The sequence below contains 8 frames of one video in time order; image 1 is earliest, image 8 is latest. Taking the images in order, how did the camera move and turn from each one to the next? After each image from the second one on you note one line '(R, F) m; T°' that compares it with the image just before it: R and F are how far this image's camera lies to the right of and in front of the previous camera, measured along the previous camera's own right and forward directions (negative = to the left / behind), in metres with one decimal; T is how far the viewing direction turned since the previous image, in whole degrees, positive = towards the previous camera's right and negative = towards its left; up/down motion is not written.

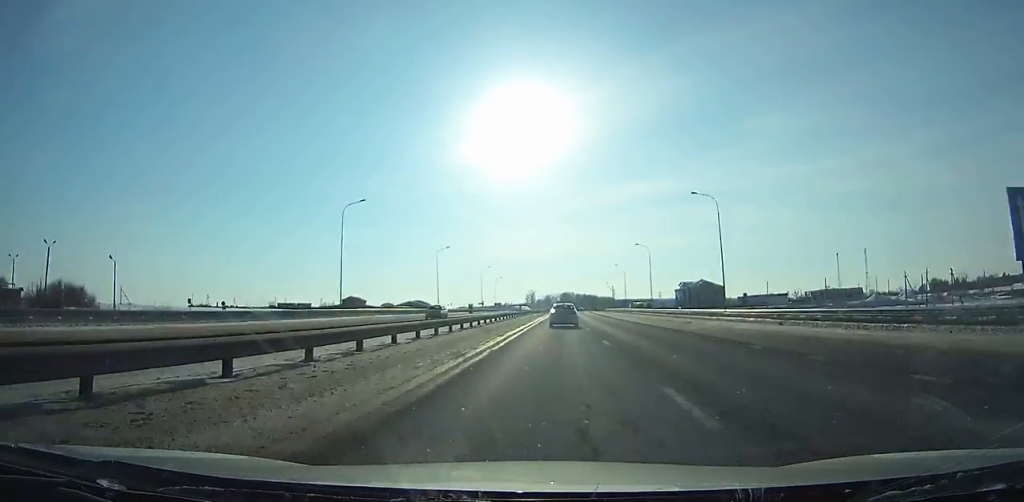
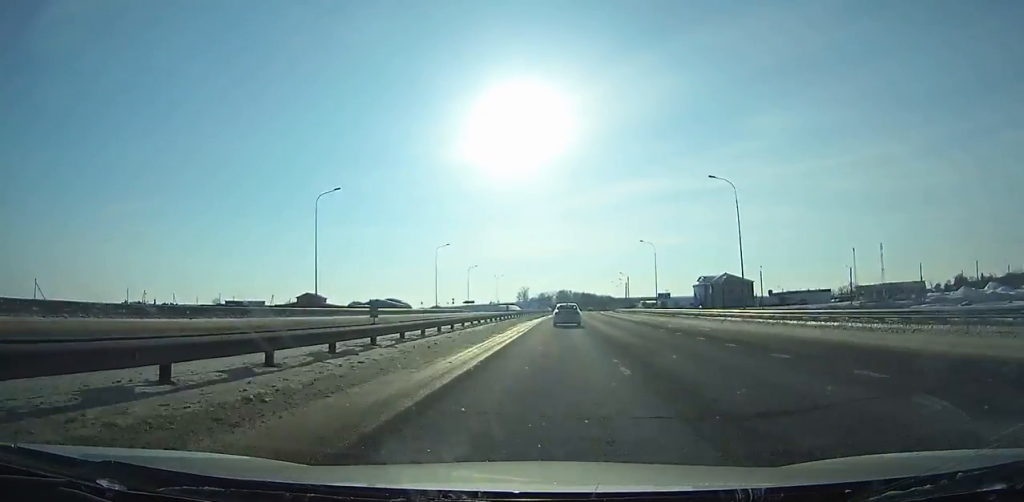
(+0.1, +54.7) m; +1°
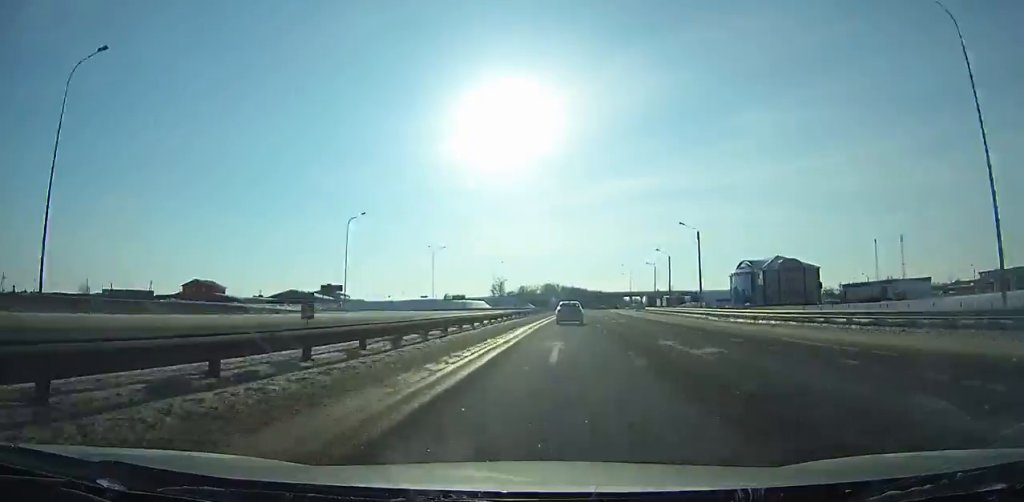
(+0.9, +81.6) m; +2°
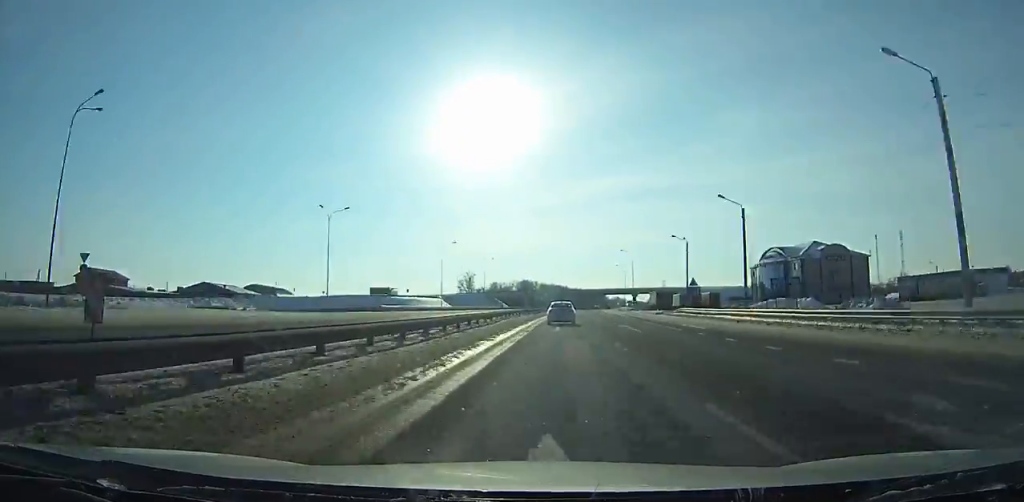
(-0.2, +42.2) m; +1°
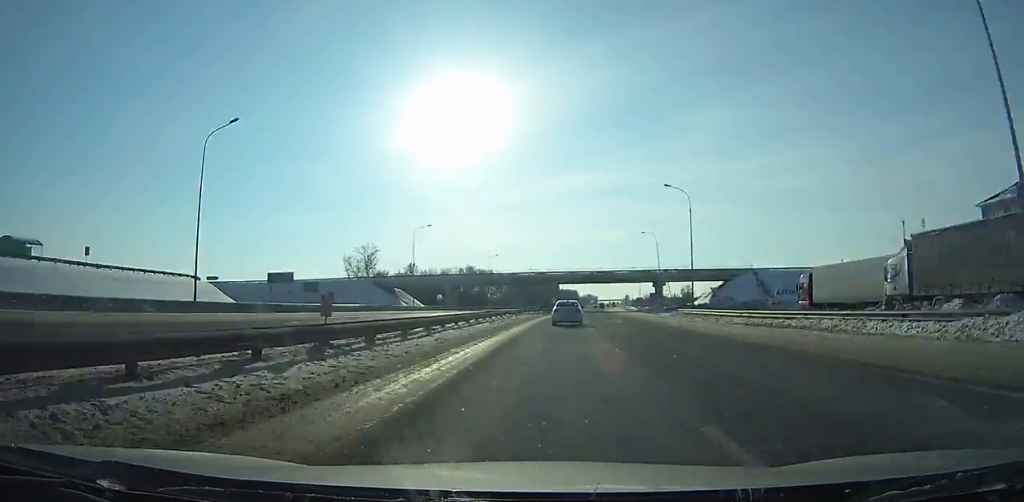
(+4.0, +107.5) m; +4°
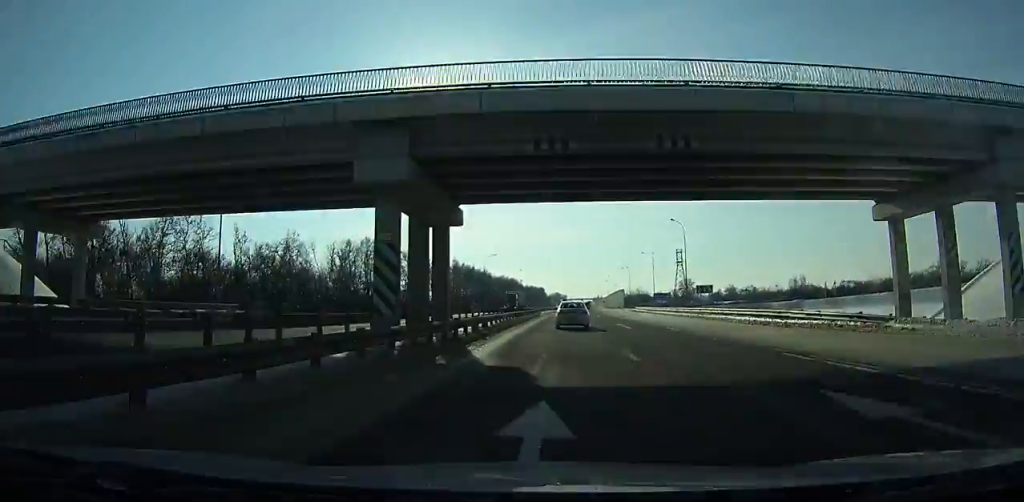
(+3.0, +98.2) m; +3°
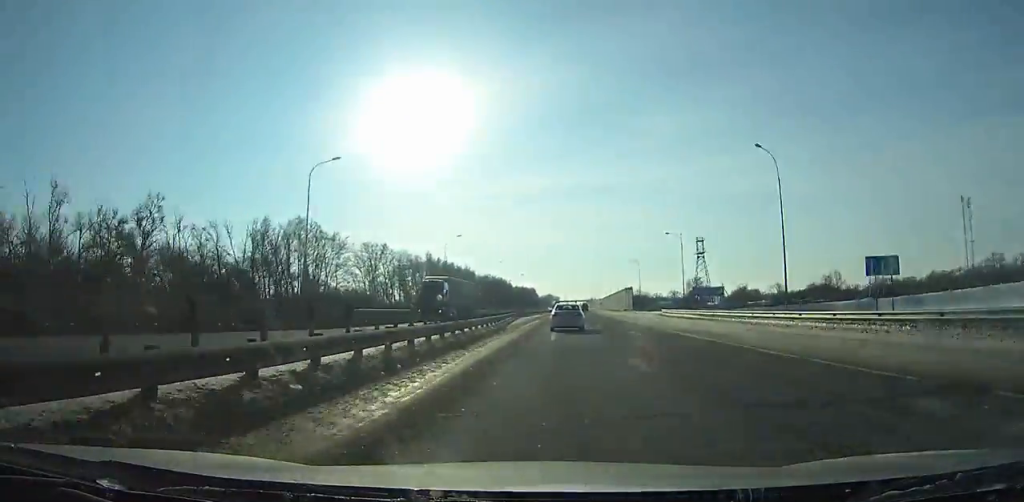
(+0.4, +38.7) m; +1°
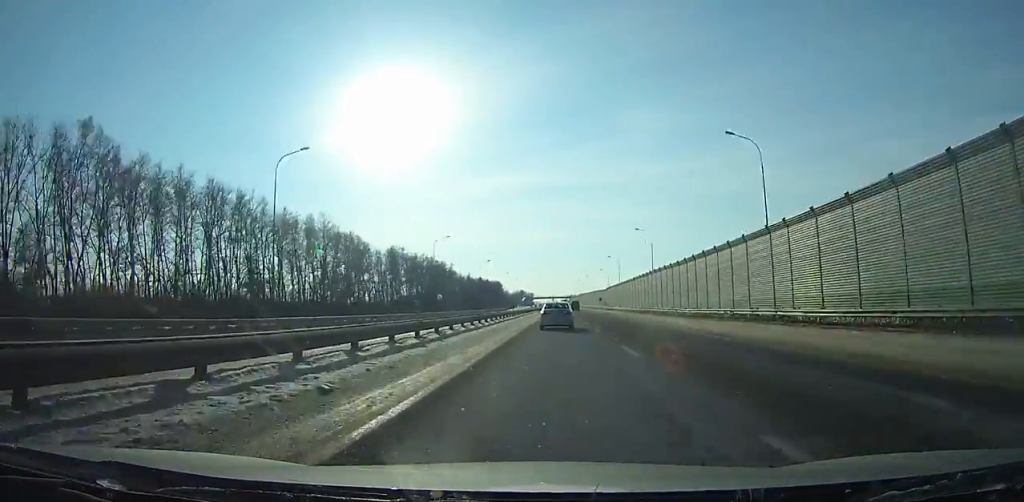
(+2.6, +152.8) m; +1°
